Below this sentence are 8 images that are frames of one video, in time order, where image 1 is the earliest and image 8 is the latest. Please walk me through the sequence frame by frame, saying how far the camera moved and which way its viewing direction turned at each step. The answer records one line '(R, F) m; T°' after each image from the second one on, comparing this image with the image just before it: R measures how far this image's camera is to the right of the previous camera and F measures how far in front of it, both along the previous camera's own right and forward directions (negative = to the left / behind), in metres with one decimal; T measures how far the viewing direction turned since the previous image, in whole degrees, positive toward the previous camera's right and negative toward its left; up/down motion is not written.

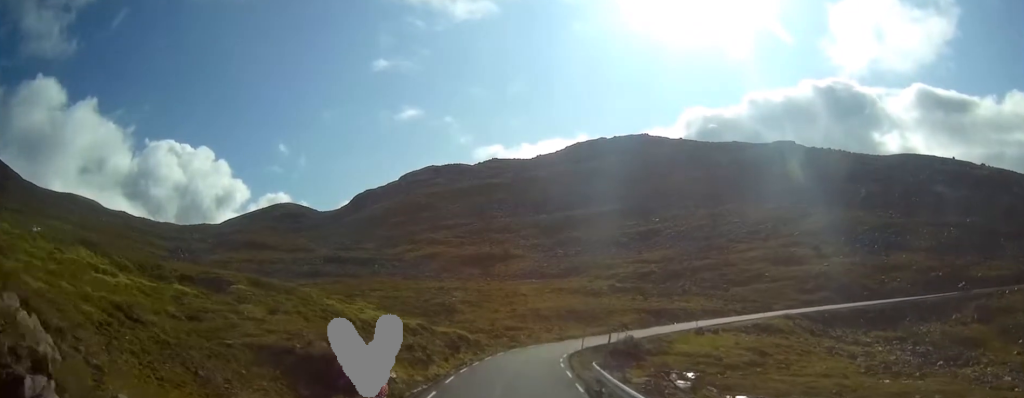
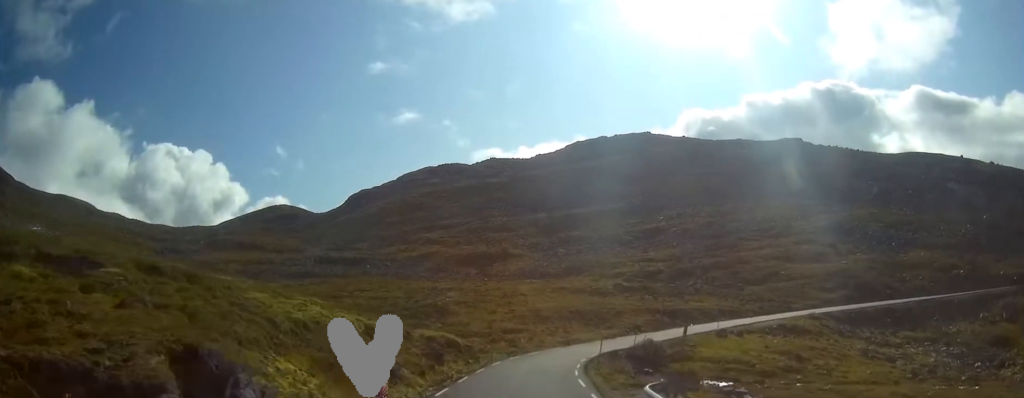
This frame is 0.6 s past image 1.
(+0.1, +10.3) m; 0°
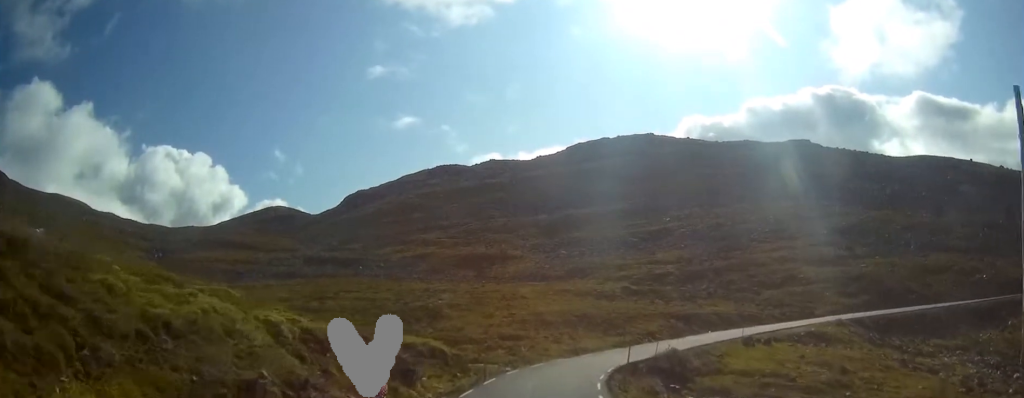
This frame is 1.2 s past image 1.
(0.0, +9.7) m; 0°
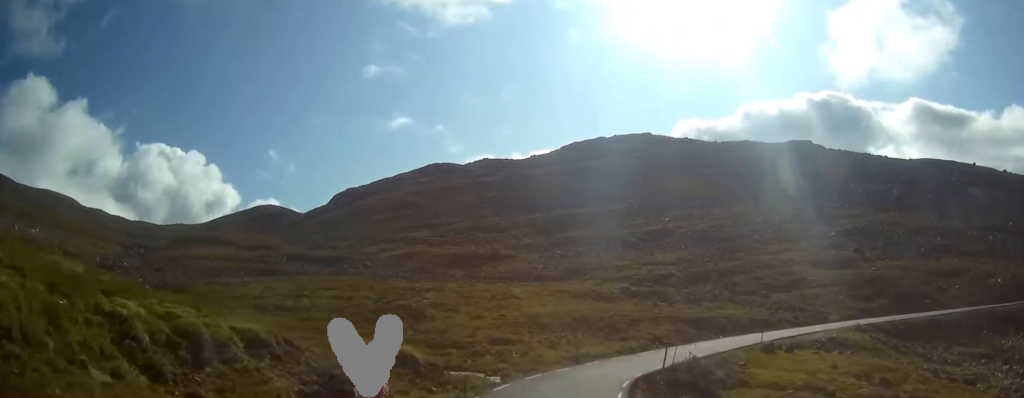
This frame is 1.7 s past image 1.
(0.0, +8.4) m; +1°
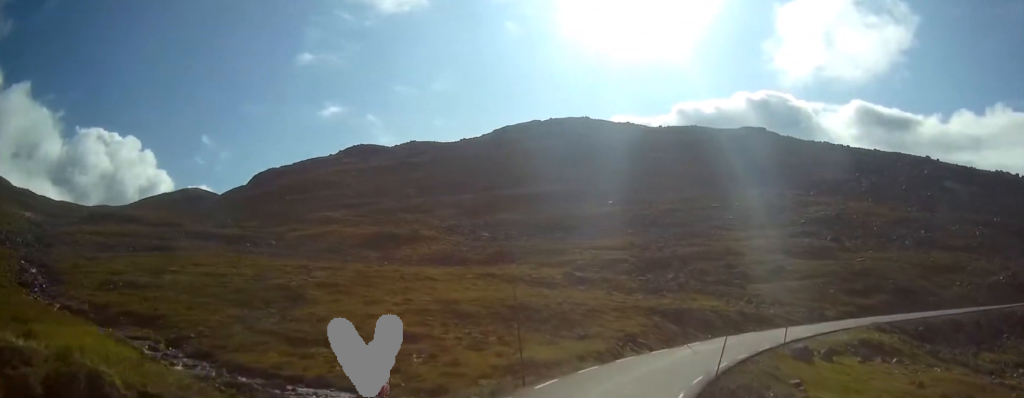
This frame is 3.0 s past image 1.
(+0.4, +22.0) m; +6°
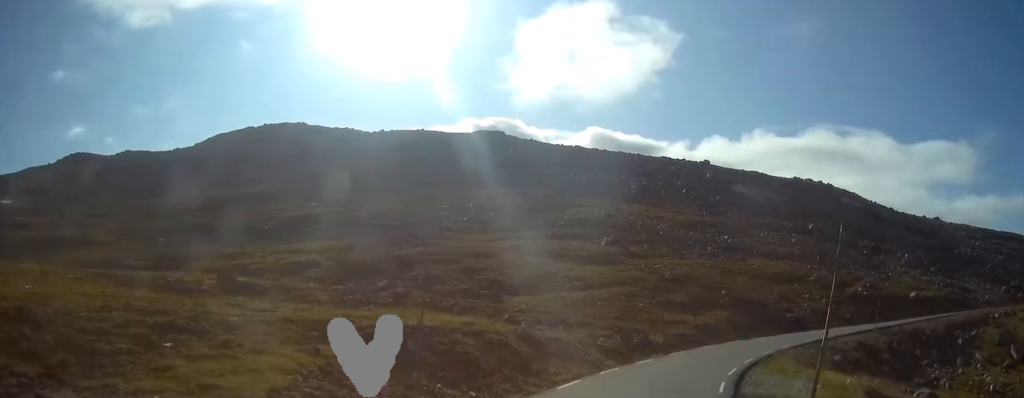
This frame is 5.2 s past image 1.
(+6.4, +34.1) m; +22°
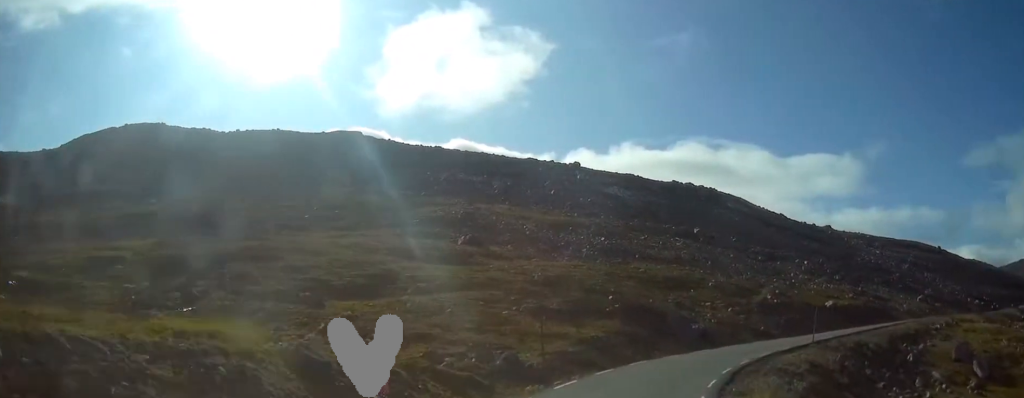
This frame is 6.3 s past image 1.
(+1.5, +15.3) m; +11°
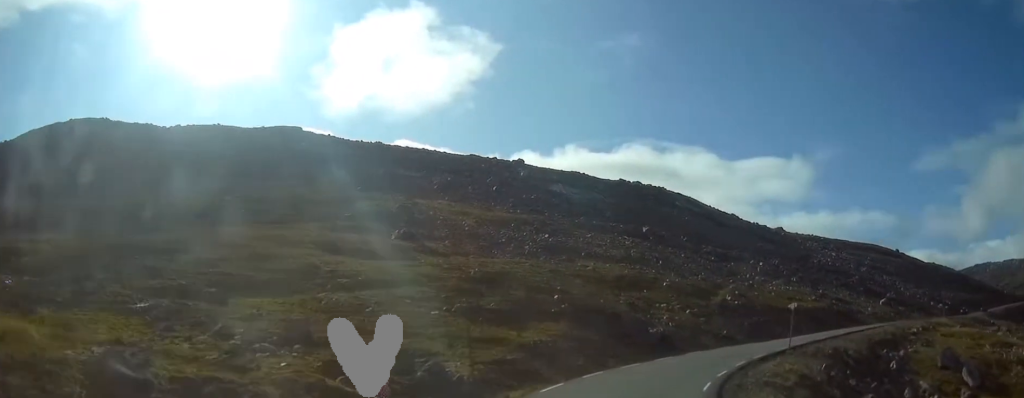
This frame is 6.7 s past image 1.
(+0.4, +6.8) m; +4°
